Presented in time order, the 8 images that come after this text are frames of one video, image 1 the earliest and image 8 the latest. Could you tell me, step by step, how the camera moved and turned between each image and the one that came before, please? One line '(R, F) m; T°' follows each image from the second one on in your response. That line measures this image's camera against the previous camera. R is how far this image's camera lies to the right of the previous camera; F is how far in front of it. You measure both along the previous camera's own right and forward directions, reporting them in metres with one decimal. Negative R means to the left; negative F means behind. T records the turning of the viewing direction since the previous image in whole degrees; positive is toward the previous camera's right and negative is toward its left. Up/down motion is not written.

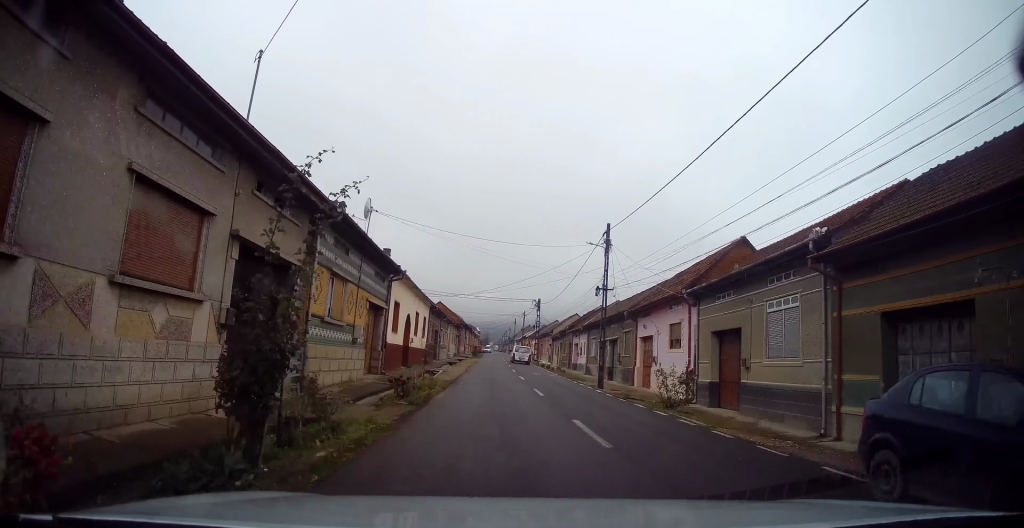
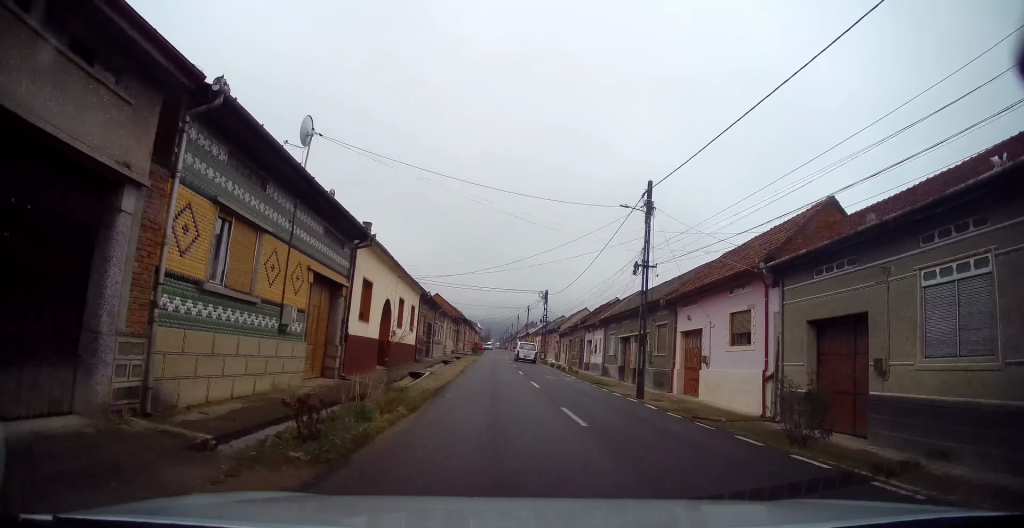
(-0.2, +6.8) m; -2°
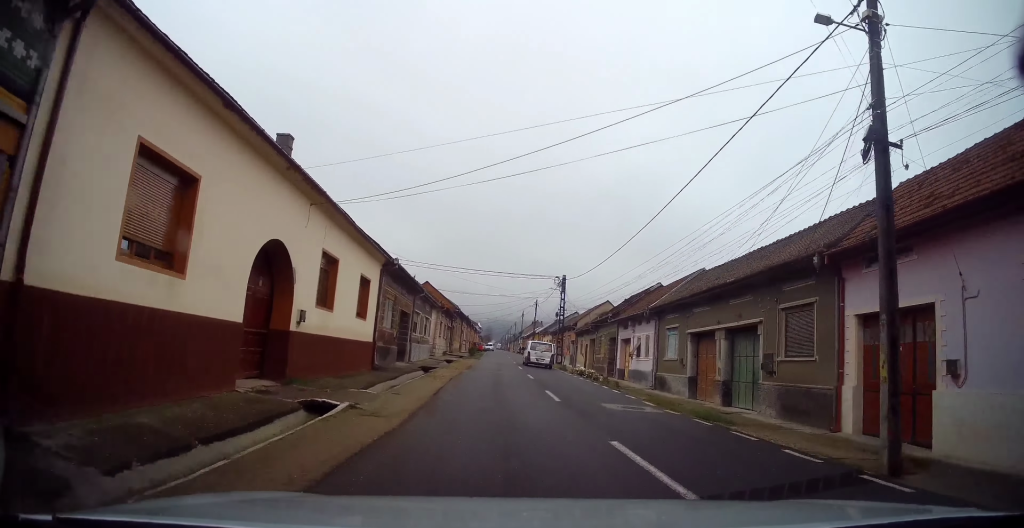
(-0.1, +13.4) m; 0°
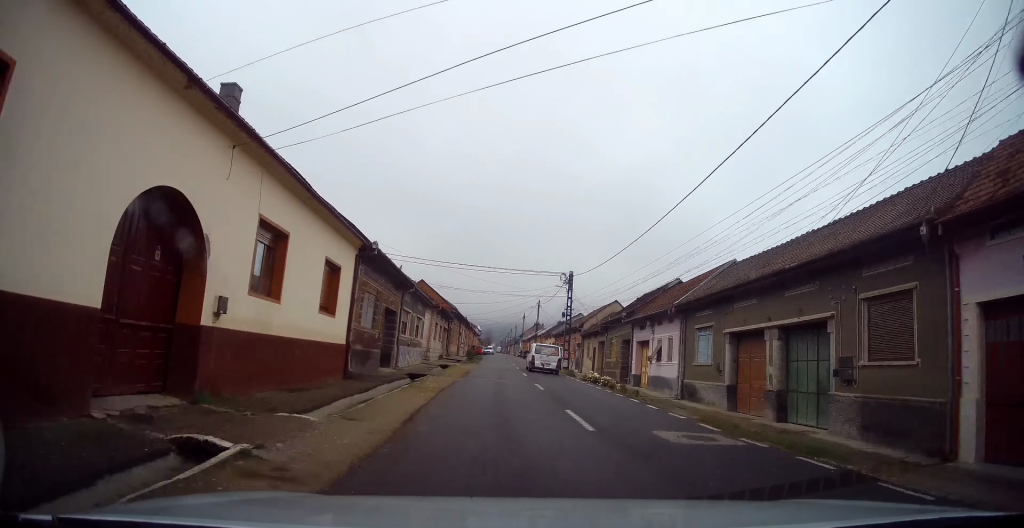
(+0.1, +4.8) m; 0°
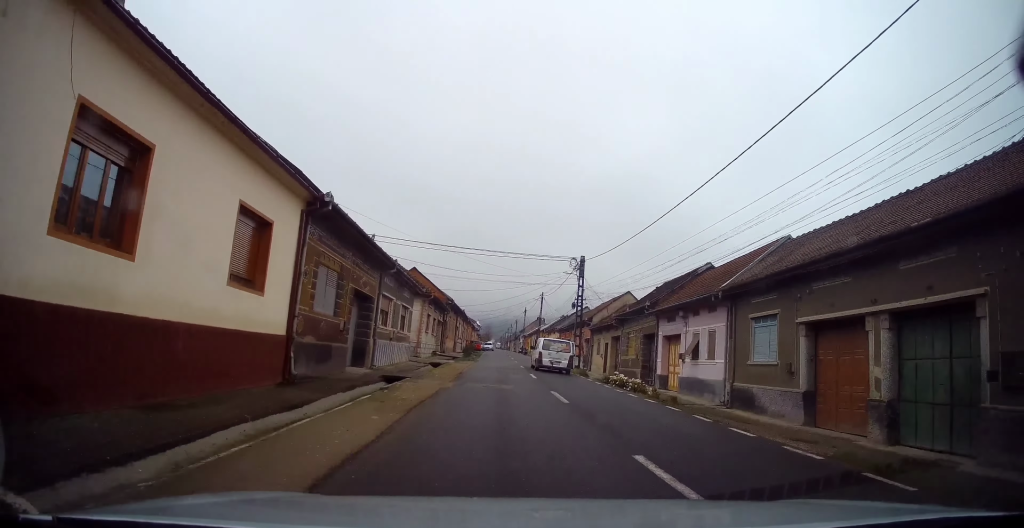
(0.0, +5.6) m; 0°
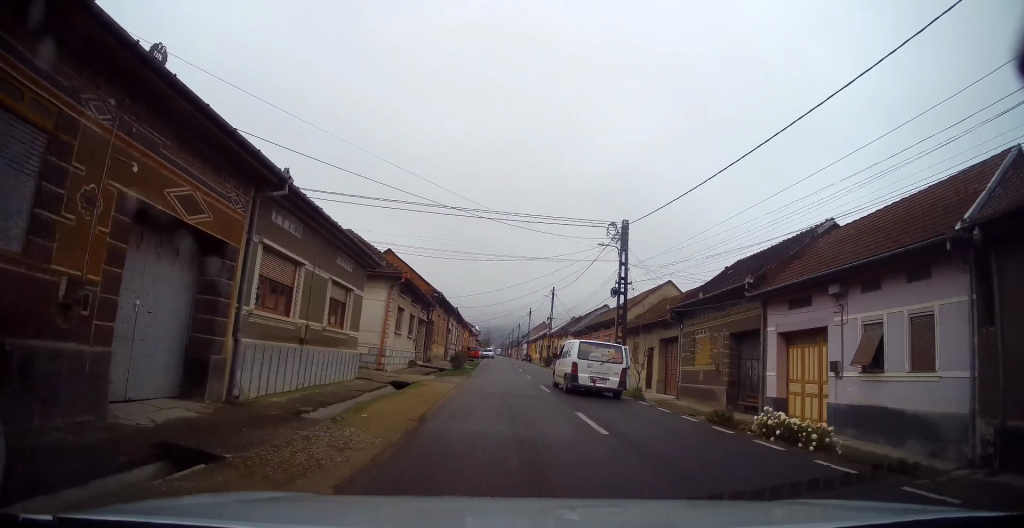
(0.0, +12.6) m; +1°
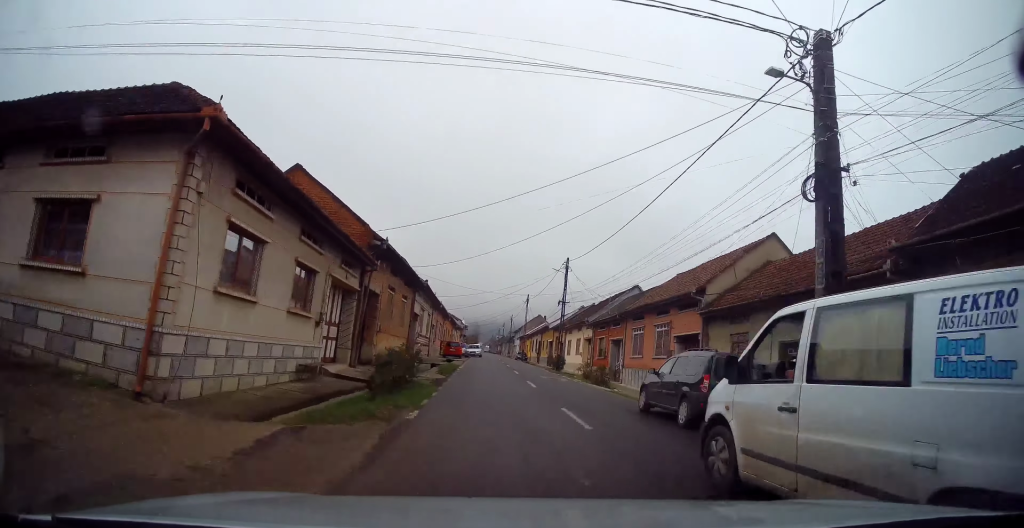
(+0.2, +16.8) m; +1°
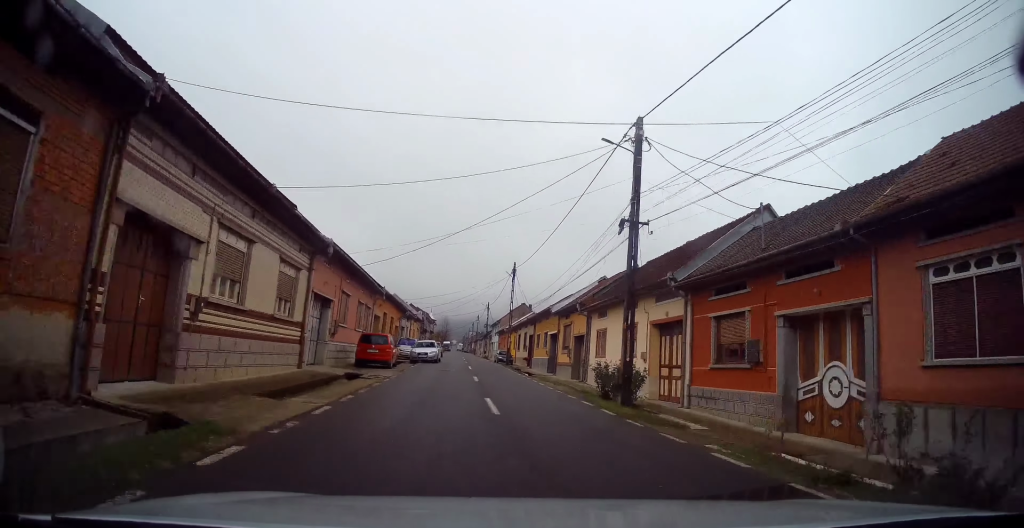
(+0.5, +25.7) m; +2°
